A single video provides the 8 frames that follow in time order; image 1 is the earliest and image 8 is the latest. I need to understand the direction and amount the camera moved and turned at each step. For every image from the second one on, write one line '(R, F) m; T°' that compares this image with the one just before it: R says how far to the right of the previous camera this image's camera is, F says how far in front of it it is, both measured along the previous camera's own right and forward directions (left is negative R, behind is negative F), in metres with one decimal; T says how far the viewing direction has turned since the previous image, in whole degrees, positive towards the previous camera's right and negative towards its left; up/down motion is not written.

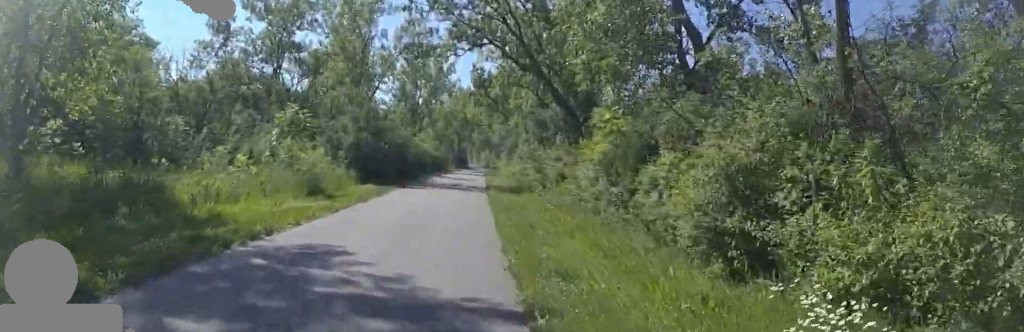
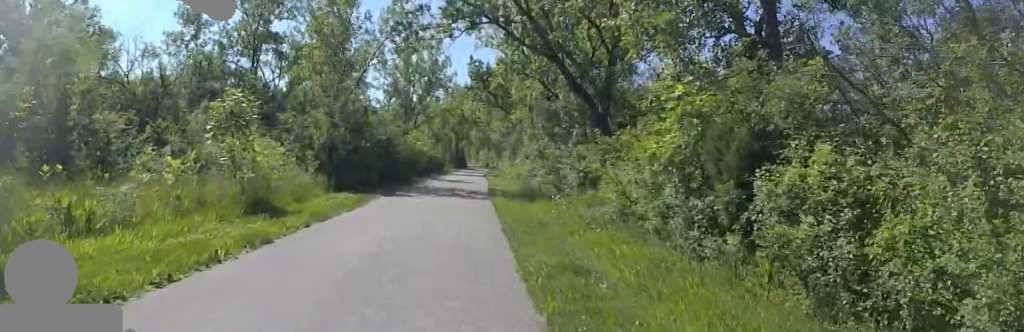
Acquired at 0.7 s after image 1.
(-0.4, +4.5) m; 0°
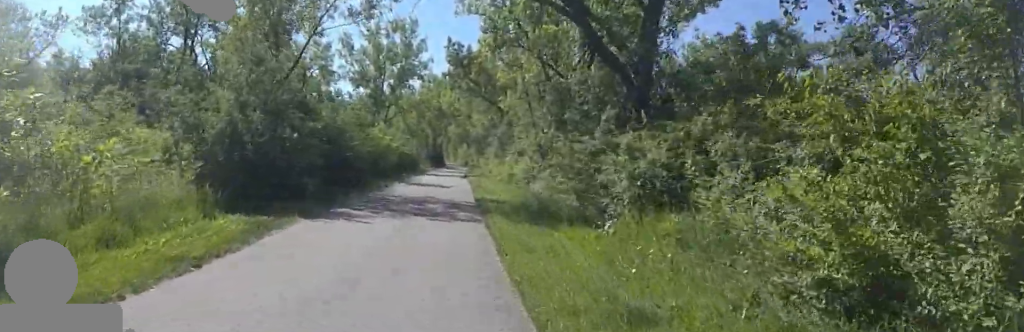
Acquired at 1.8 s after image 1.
(+0.8, +7.1) m; +15°
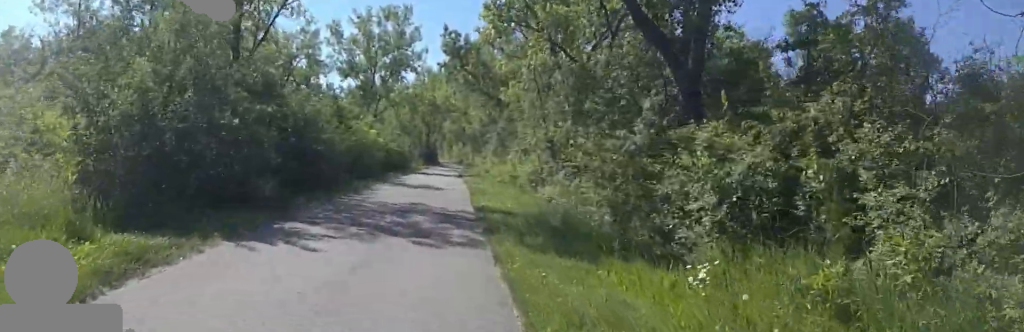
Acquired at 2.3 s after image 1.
(+0.6, +3.5) m; +1°
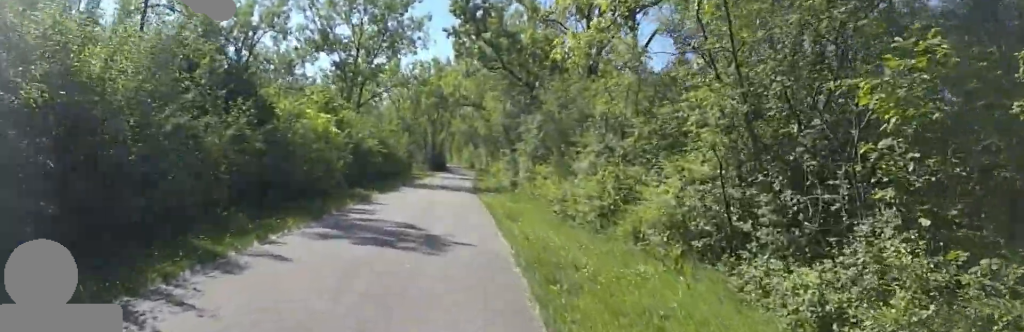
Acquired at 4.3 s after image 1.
(-1.2, +11.7) m; -10°
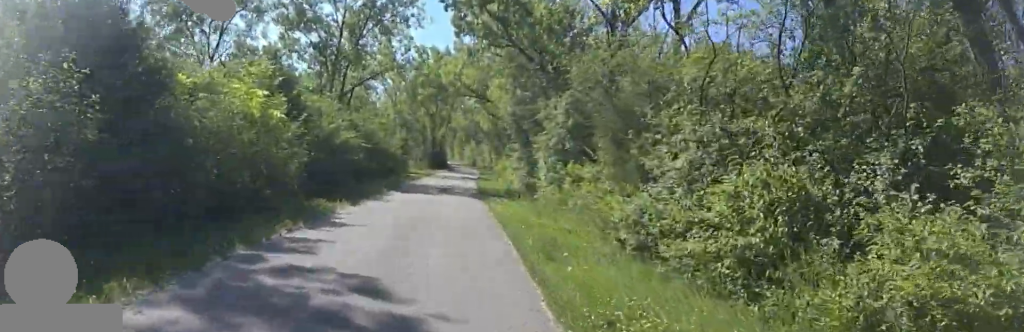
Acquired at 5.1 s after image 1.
(0.0, +4.7) m; 0°
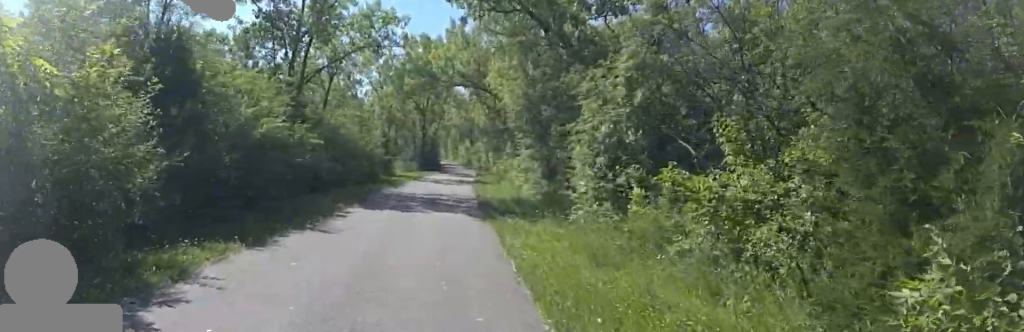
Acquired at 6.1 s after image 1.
(0.0, +5.8) m; +5°
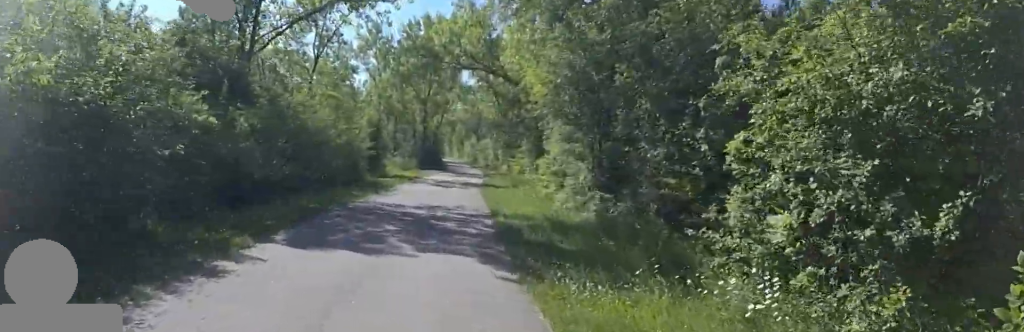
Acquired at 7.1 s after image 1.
(+0.5, +6.2) m; +6°
